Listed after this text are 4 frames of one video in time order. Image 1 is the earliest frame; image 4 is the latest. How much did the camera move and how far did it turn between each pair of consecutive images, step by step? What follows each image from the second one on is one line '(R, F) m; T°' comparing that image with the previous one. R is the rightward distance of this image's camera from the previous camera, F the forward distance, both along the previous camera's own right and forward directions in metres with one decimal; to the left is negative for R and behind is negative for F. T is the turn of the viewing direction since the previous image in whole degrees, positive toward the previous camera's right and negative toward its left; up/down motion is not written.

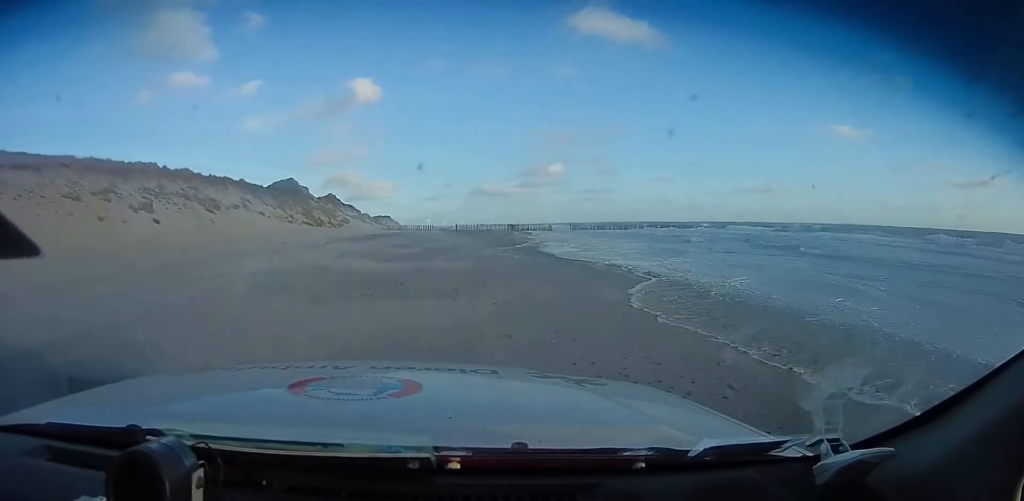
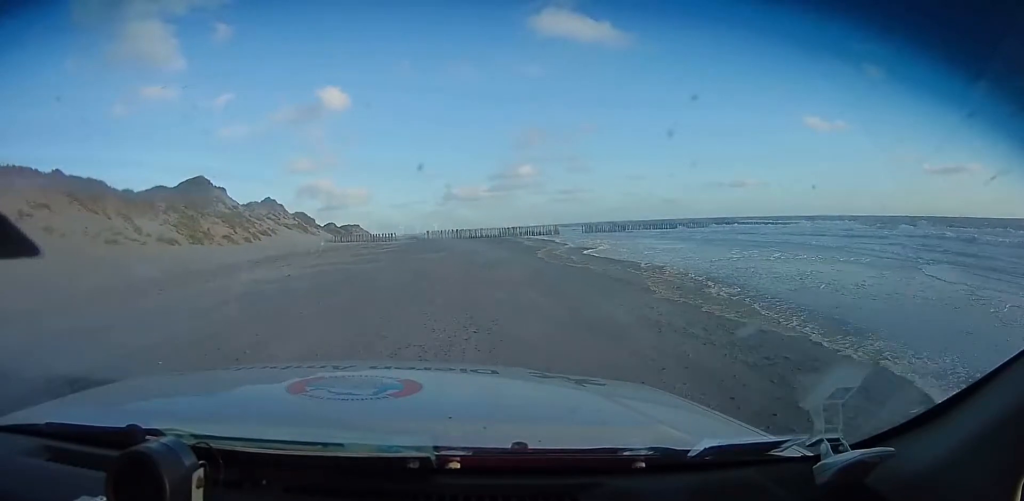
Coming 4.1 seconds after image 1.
(0.0, +38.8) m; 0°
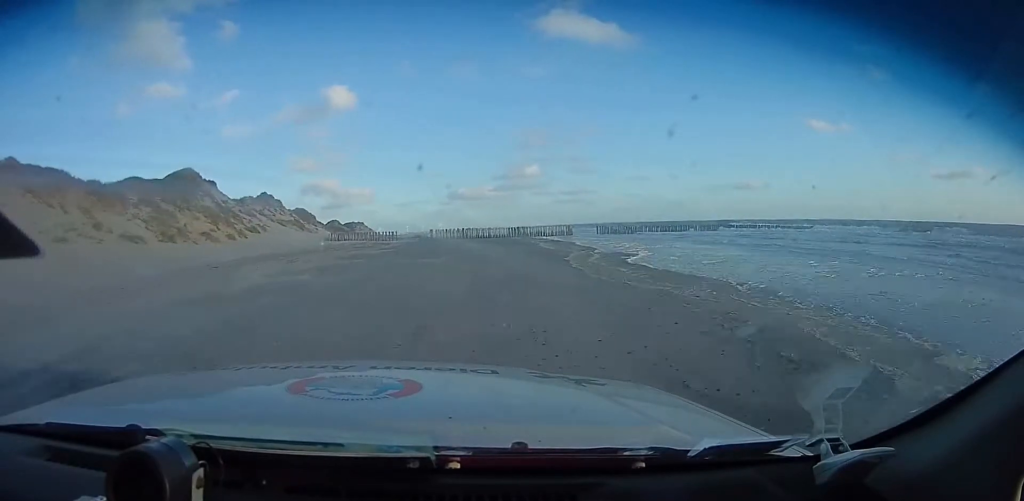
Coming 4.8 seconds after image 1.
(0.0, +6.8) m; 0°
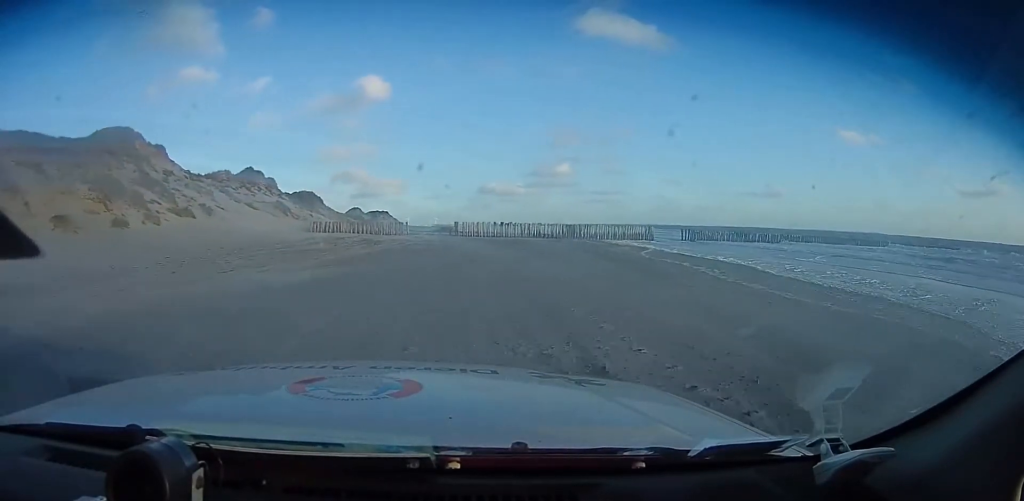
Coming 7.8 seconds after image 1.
(0.0, +27.9) m; 0°
